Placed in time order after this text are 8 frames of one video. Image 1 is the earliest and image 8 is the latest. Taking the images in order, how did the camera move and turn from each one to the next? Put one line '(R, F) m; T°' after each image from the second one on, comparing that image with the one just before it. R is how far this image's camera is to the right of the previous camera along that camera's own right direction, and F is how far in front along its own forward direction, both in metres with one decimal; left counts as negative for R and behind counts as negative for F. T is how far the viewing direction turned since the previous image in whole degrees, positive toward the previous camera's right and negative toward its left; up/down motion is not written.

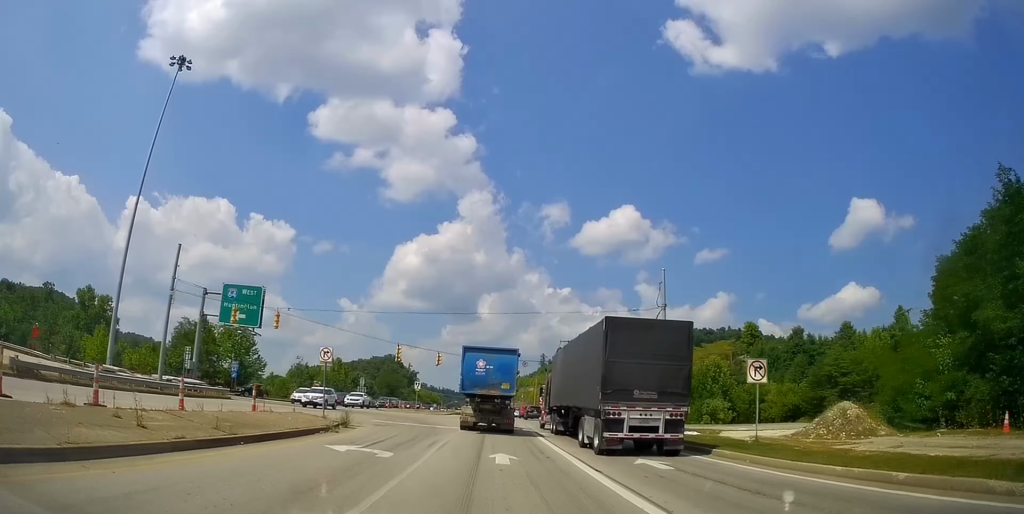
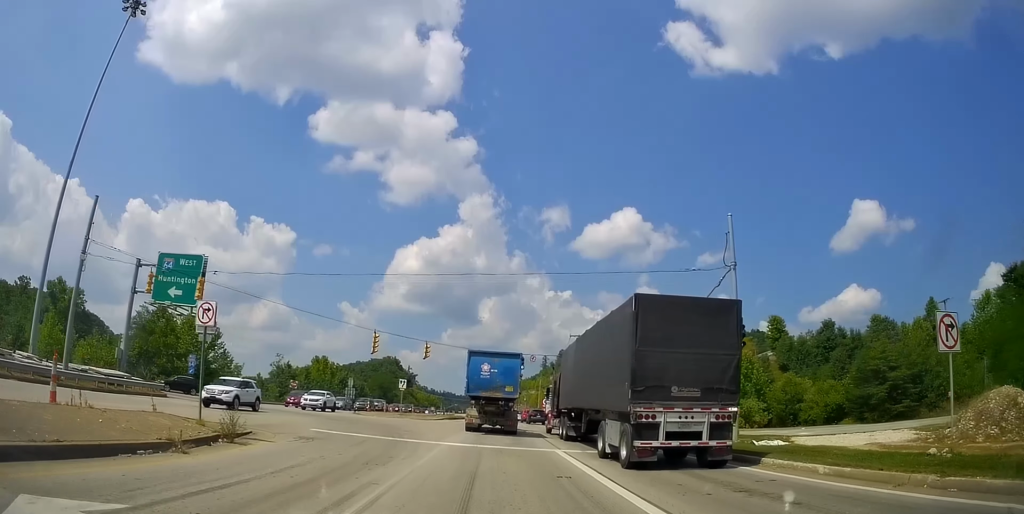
(-0.2, +11.6) m; 0°
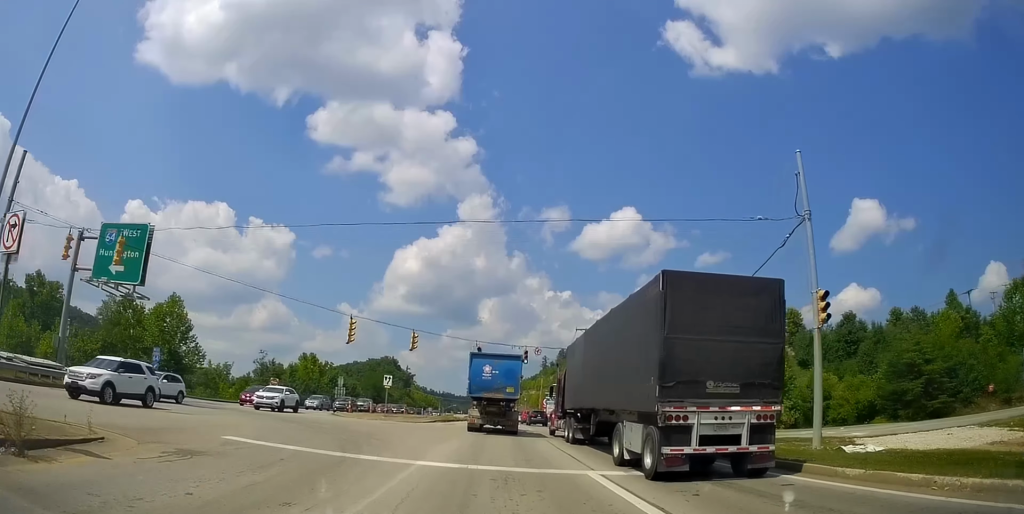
(+0.2, +7.5) m; 0°
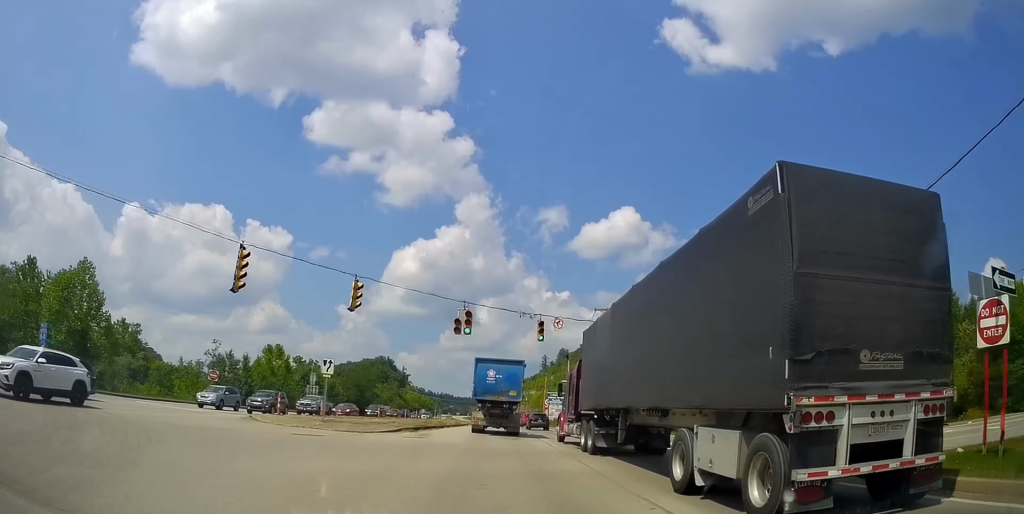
(-0.1, +17.1) m; +2°
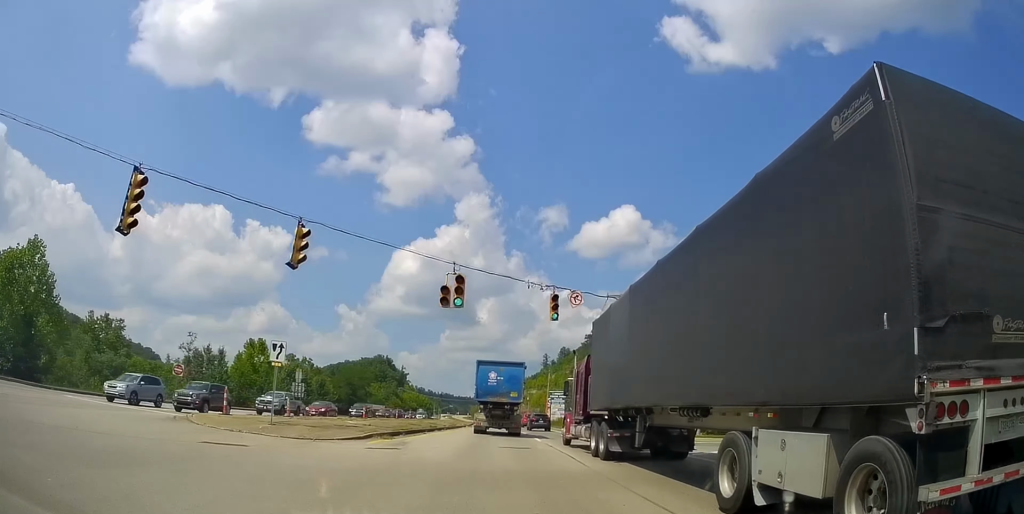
(+0.1, +7.4) m; +1°
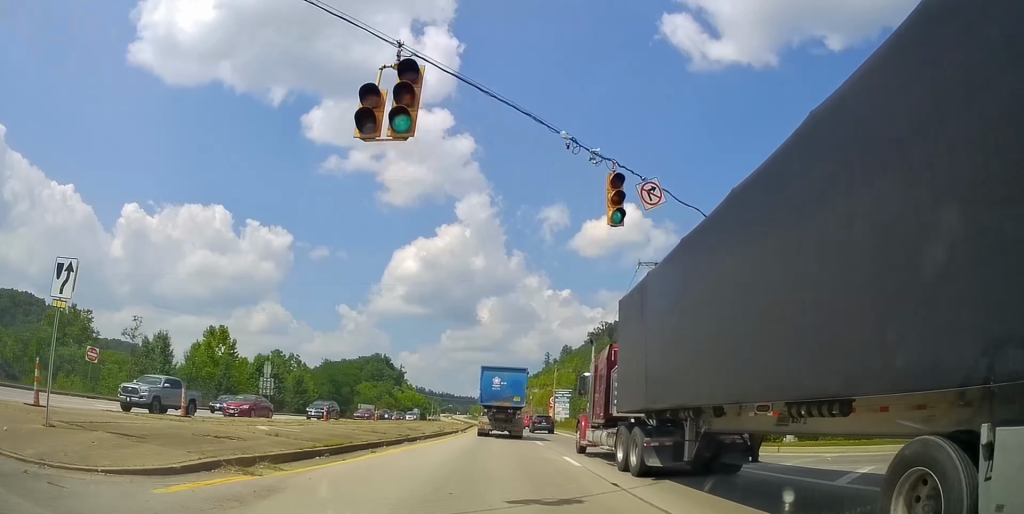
(+0.8, +13.3) m; 0°
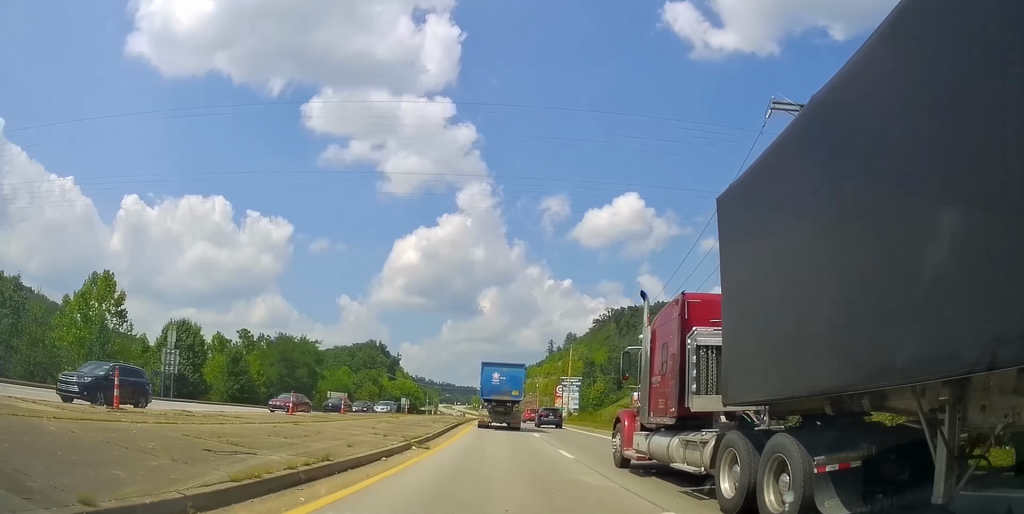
(-1.3, +24.3) m; -2°
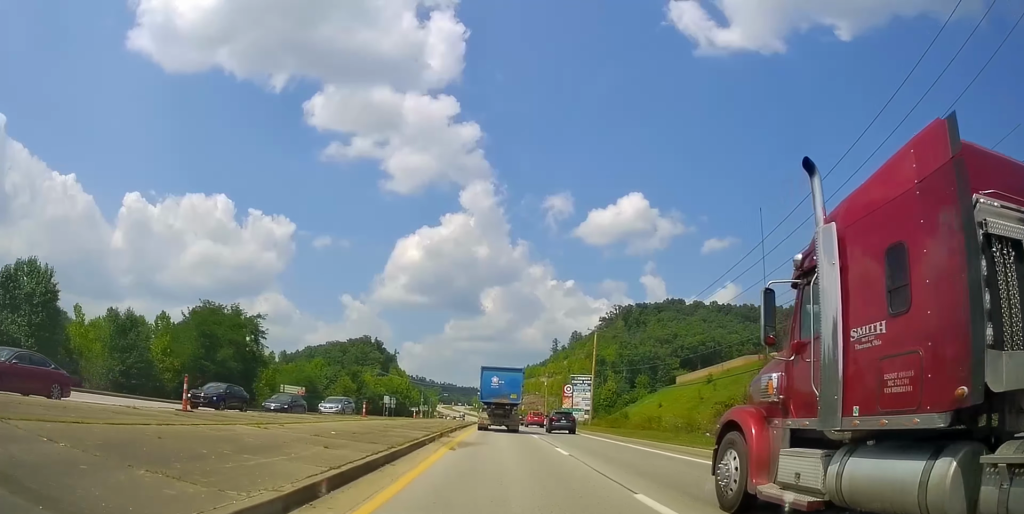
(+0.1, +22.9) m; -1°
